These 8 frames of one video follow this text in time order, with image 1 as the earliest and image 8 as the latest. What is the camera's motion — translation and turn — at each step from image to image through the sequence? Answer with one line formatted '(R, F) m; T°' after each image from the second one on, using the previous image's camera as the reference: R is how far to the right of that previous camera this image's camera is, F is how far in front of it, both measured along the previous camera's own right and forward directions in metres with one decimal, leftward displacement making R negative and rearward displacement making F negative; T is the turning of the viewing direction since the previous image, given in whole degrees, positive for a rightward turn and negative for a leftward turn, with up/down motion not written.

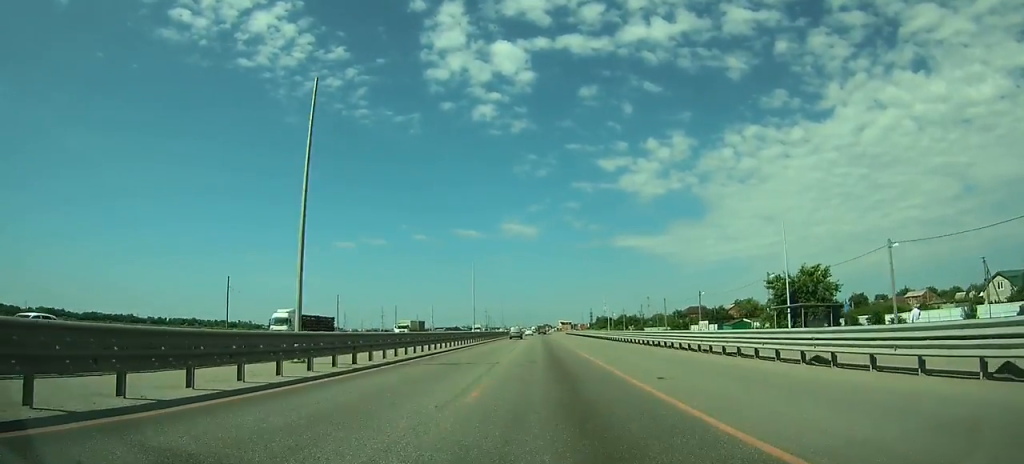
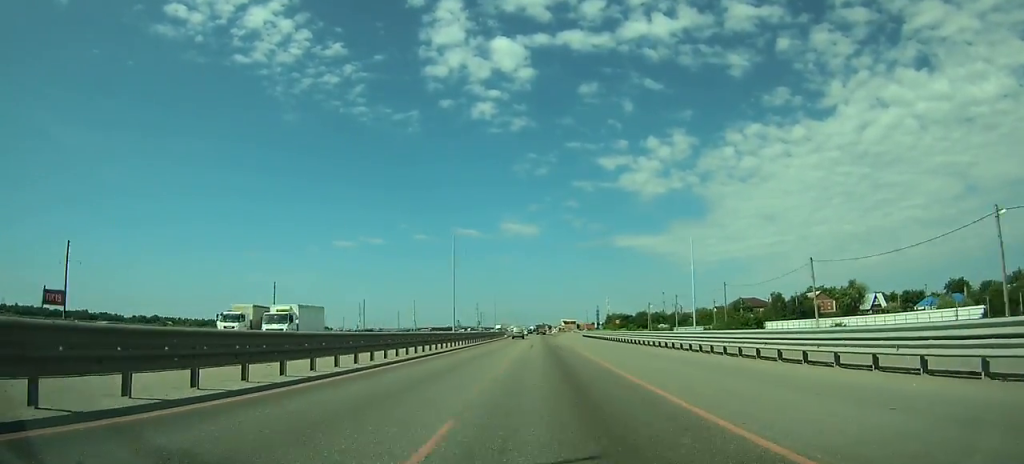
(0.0, +73.2) m; 0°
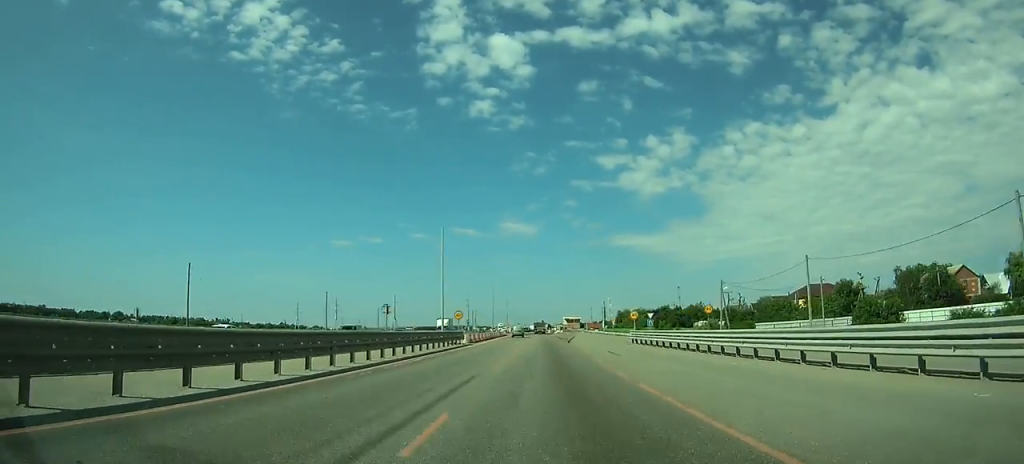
(+0.1, +59.3) m; 0°
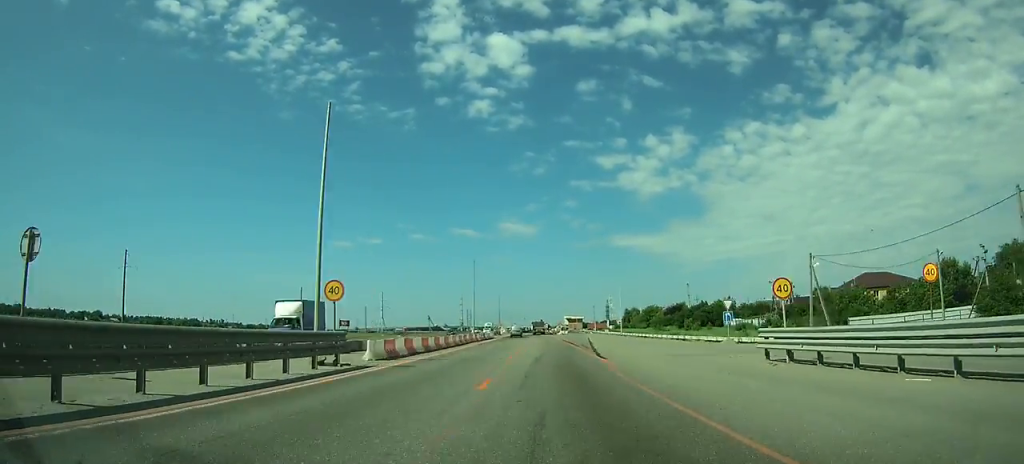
(0.0, +29.7) m; 0°
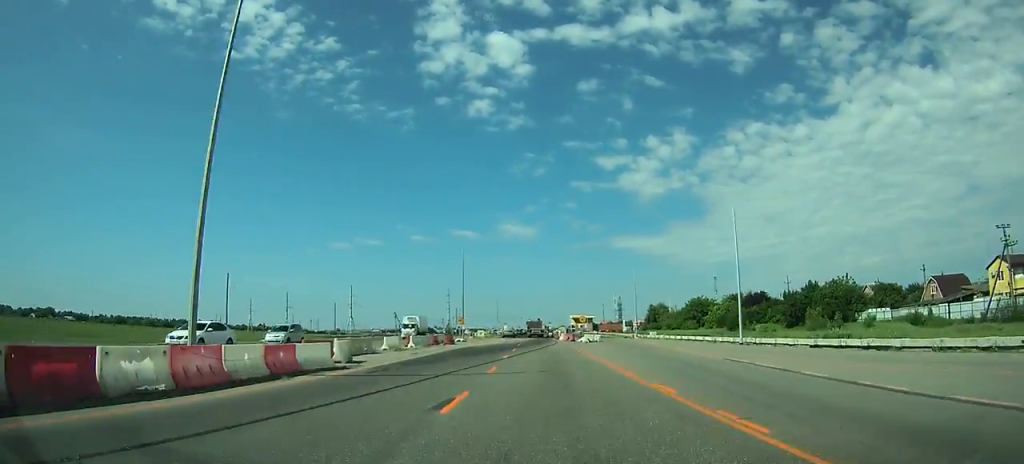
(0.0, +60.0) m; 0°
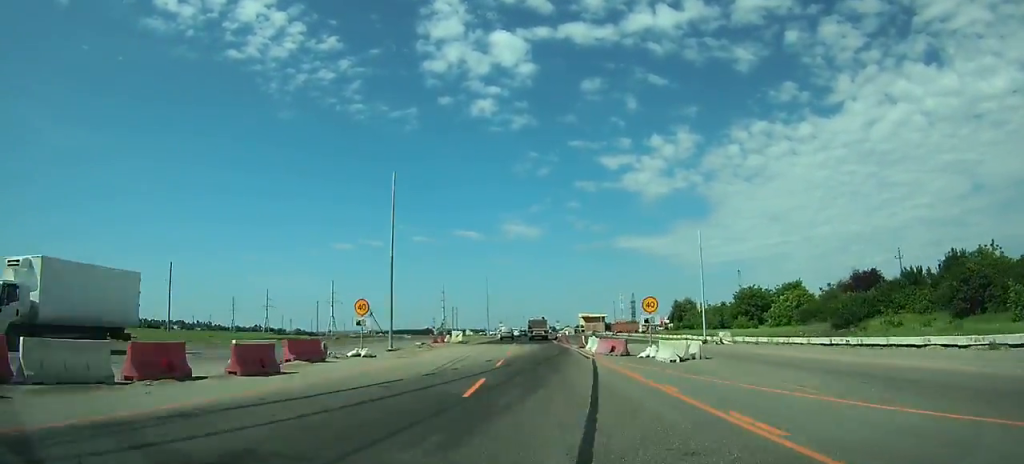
(-0.1, +32.7) m; 0°
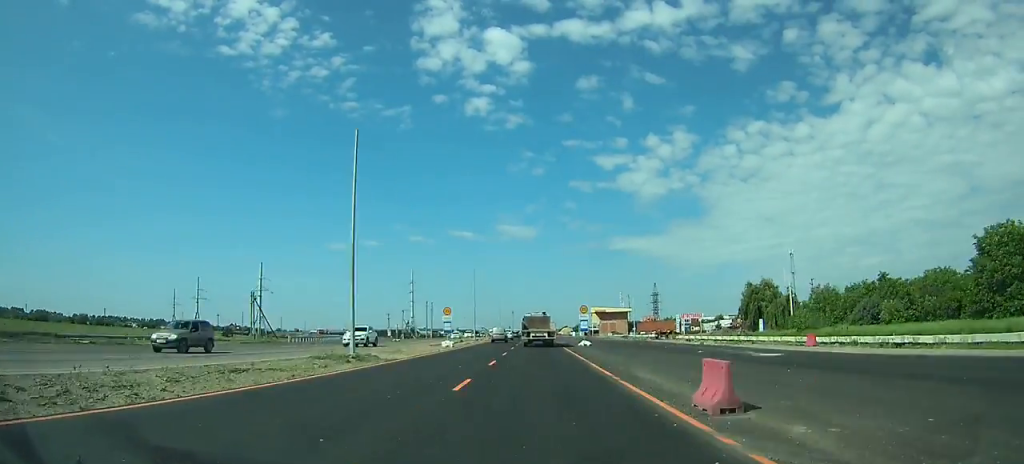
(-0.2, +70.0) m; 0°
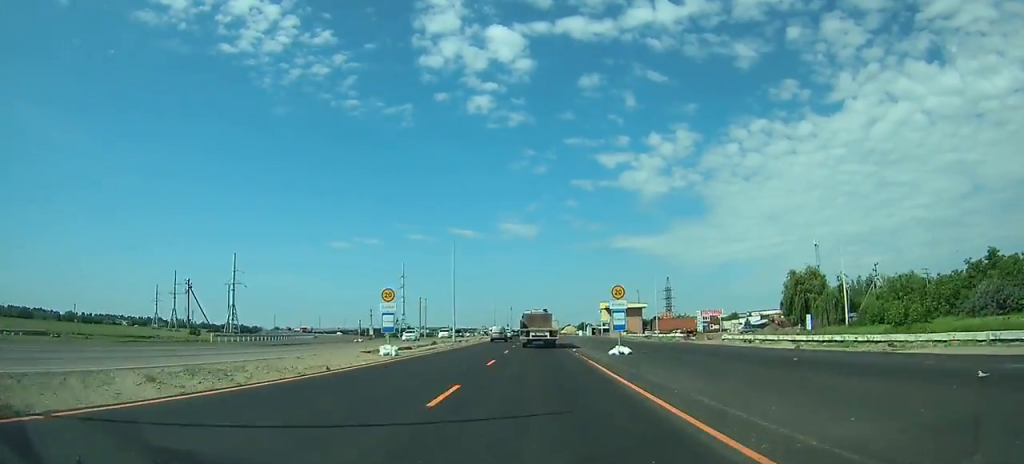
(0.0, +20.9) m; 0°
